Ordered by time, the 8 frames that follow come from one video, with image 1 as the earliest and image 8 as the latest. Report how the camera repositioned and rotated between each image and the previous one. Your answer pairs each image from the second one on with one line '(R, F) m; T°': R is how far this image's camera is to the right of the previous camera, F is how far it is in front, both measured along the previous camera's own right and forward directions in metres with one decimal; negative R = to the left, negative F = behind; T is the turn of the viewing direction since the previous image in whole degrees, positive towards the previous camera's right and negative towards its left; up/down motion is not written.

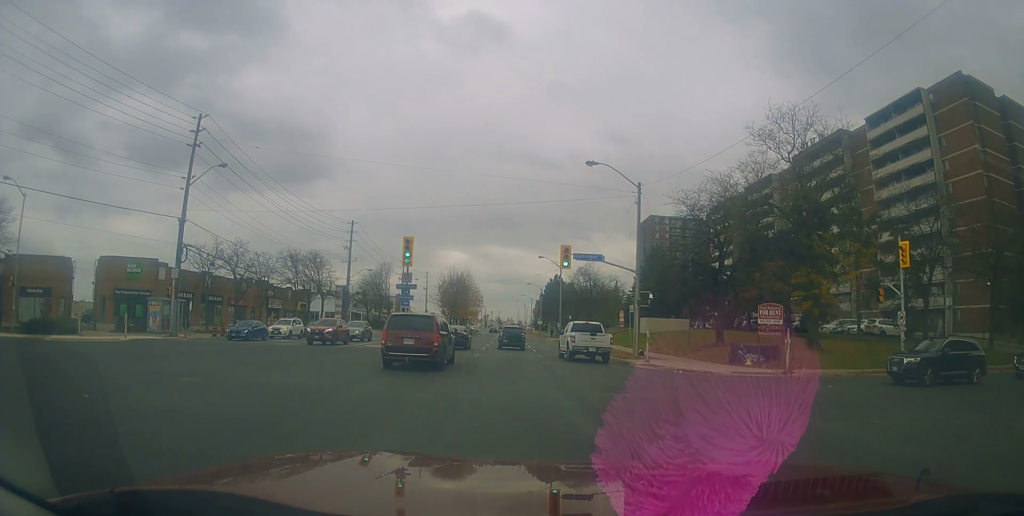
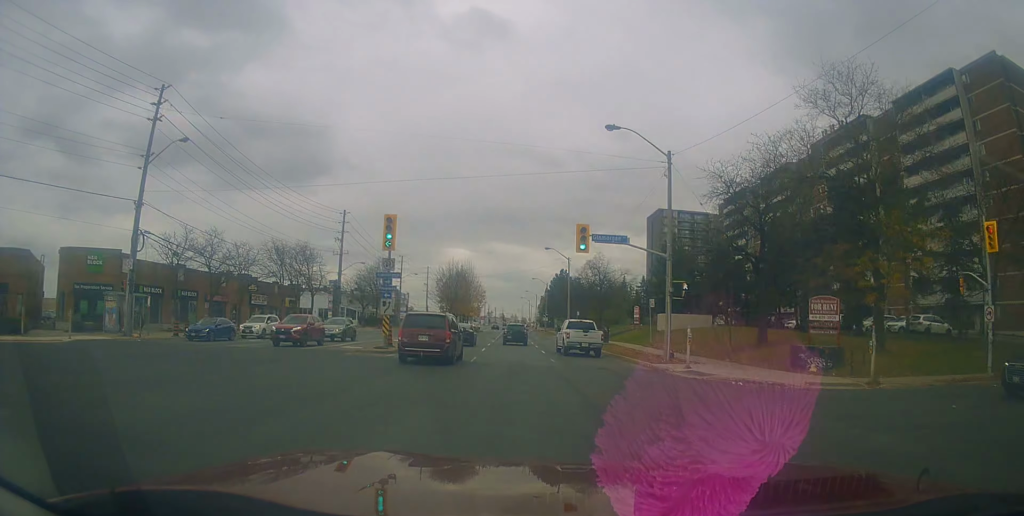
(-0.1, +6.9) m; -1°
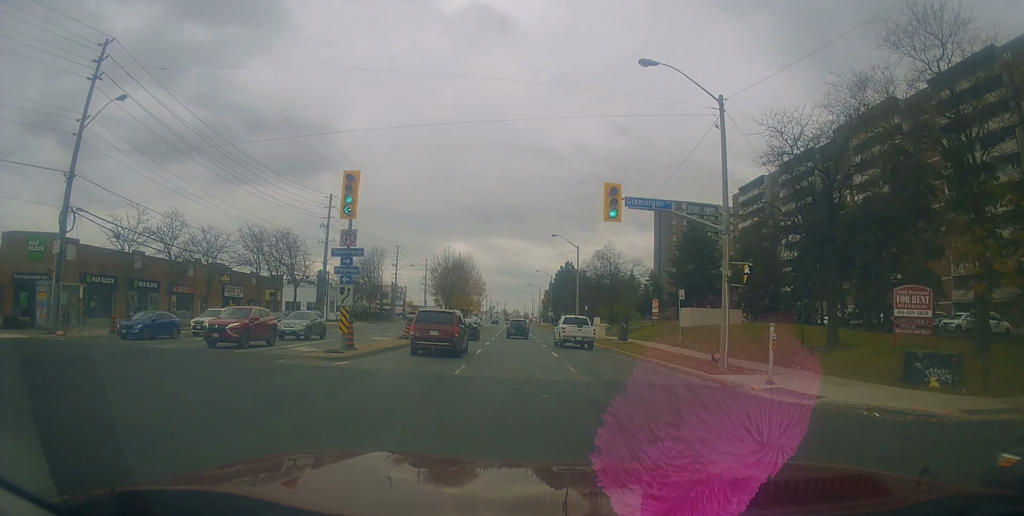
(-0.1, +8.2) m; +1°
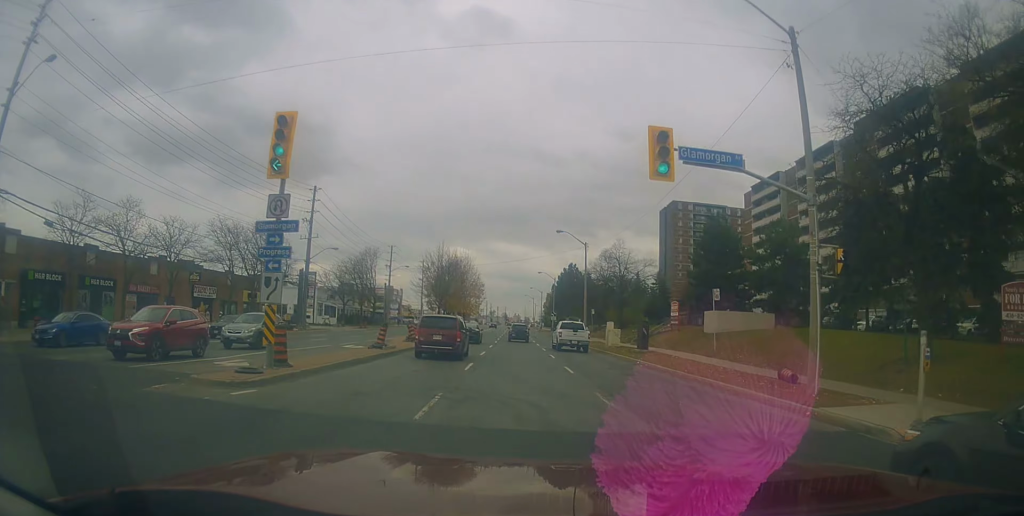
(+0.3, +7.2) m; +1°
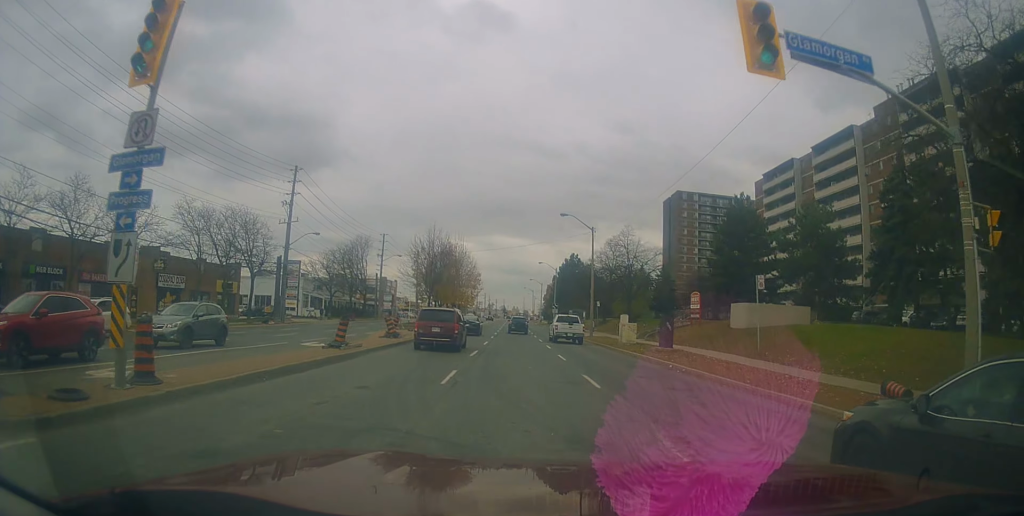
(-0.2, +6.5) m; -1°
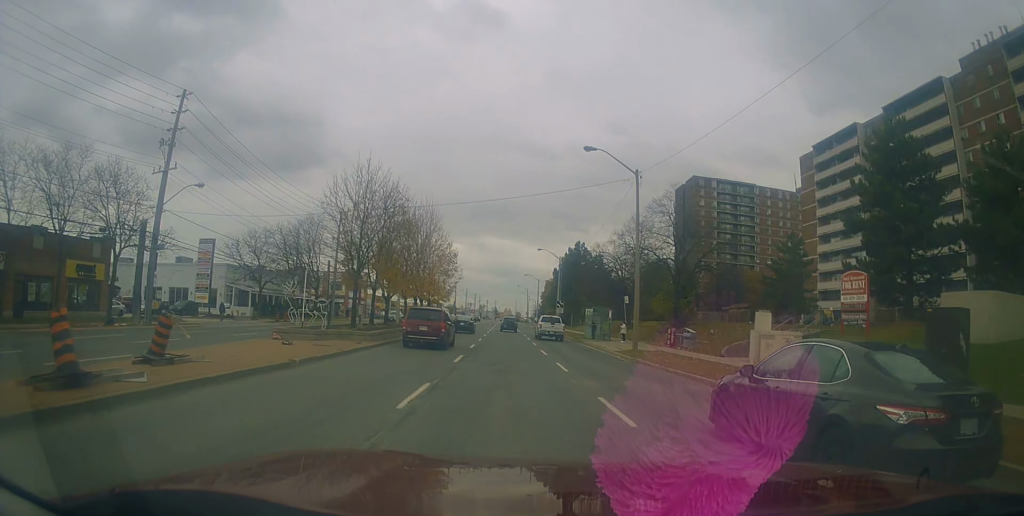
(-0.4, +22.9) m; 0°
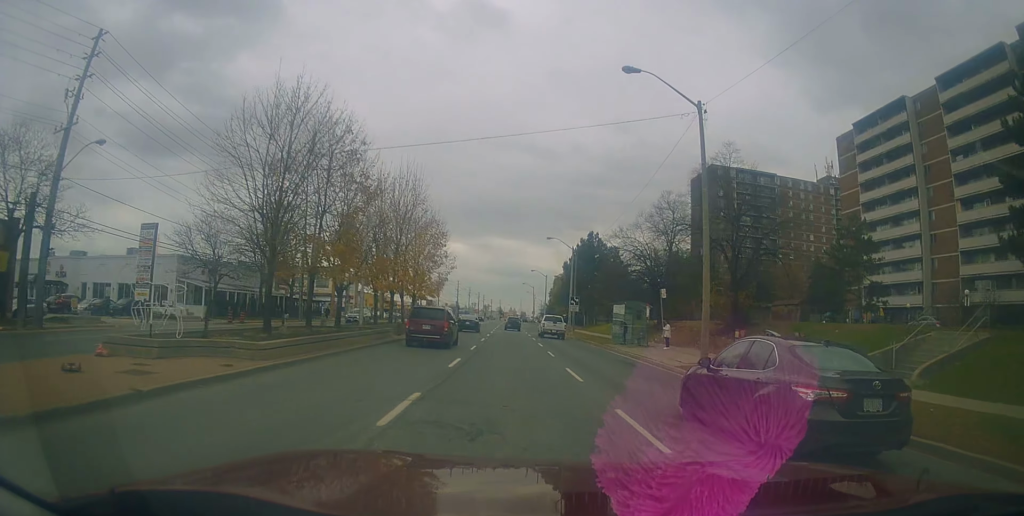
(+0.2, +11.4) m; +1°
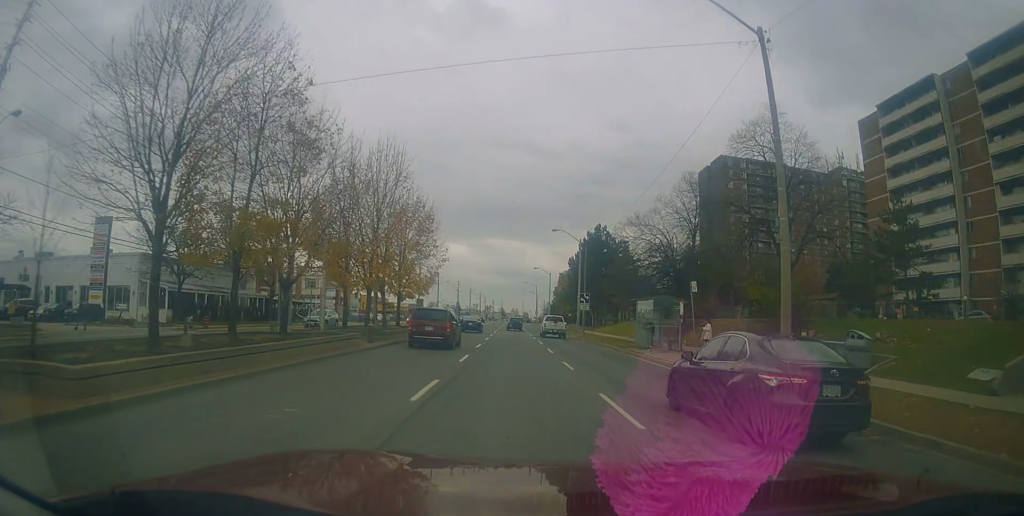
(+0.5, +6.7) m; -1°
